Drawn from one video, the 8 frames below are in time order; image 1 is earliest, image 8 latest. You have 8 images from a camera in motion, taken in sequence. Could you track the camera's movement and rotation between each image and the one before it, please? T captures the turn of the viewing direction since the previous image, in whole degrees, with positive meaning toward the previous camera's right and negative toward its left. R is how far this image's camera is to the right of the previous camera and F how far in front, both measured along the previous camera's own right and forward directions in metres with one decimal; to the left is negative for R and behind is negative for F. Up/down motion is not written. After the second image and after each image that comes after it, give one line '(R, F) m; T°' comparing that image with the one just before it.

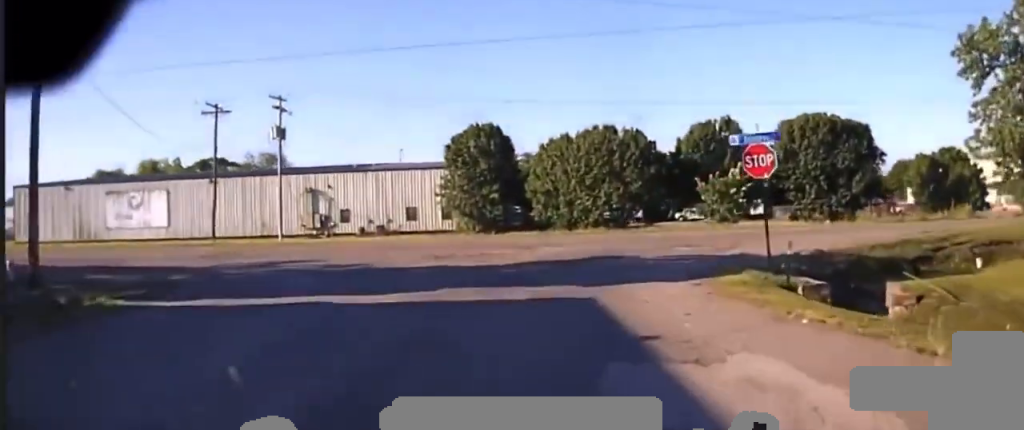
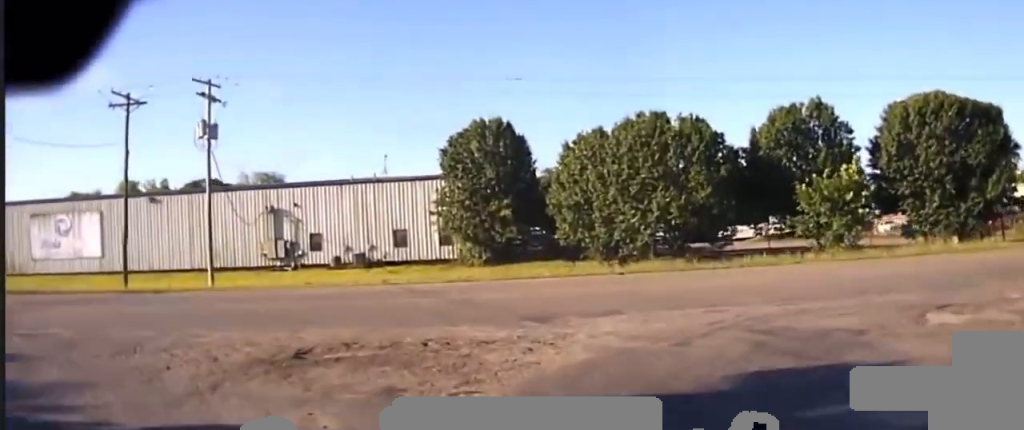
(-0.1, +22.4) m; -6°
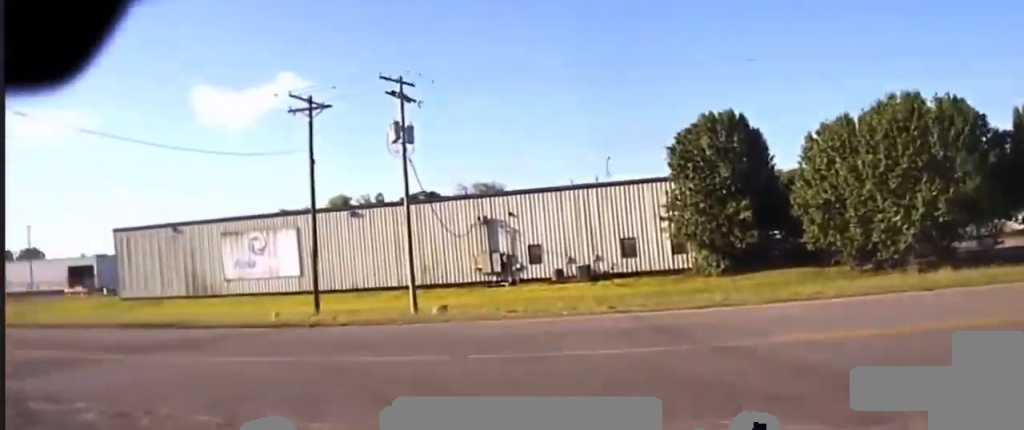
(-0.2, +7.7) m; -12°
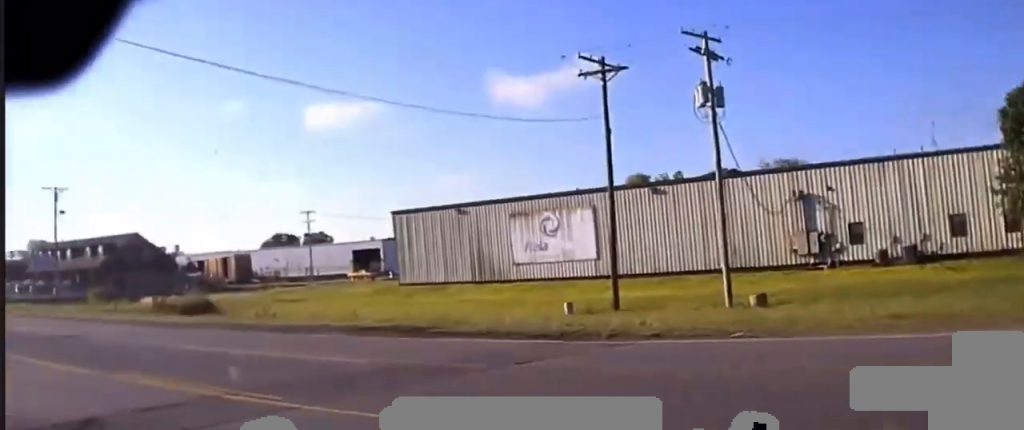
(-1.3, +5.7) m; -21°
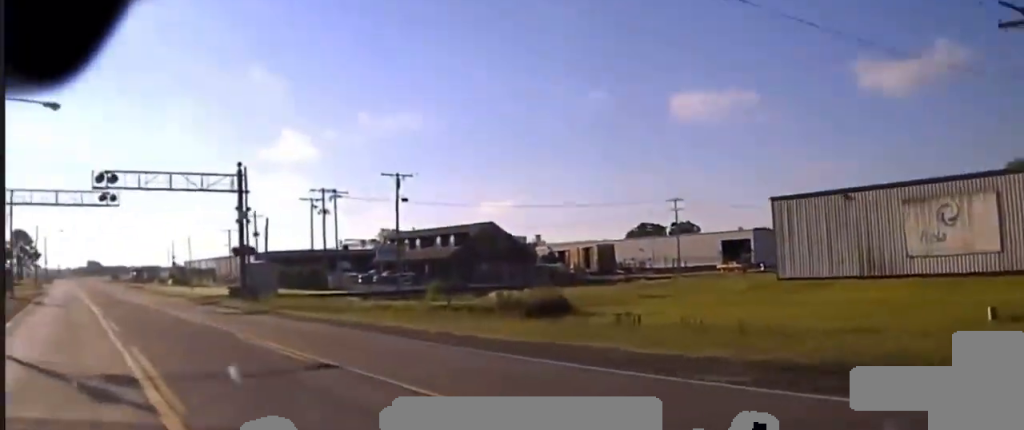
(-1.4, +6.3) m; -21°
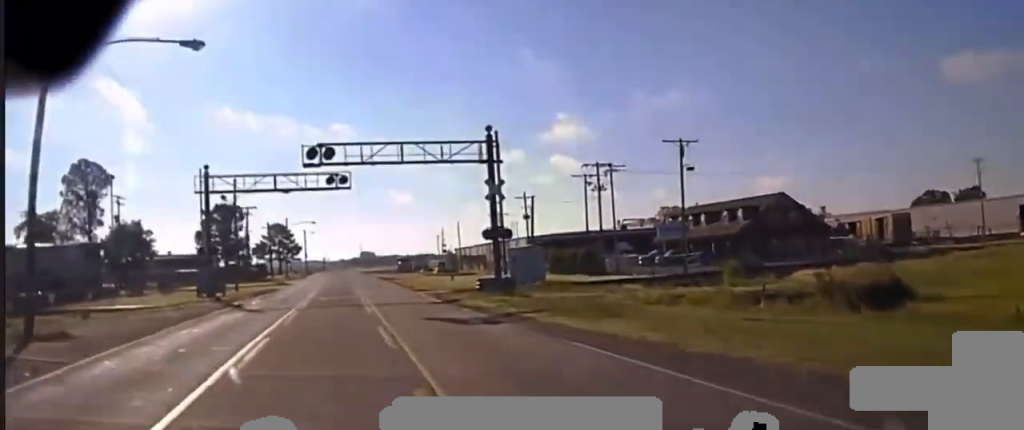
(-2.0, +10.0) m; -16°
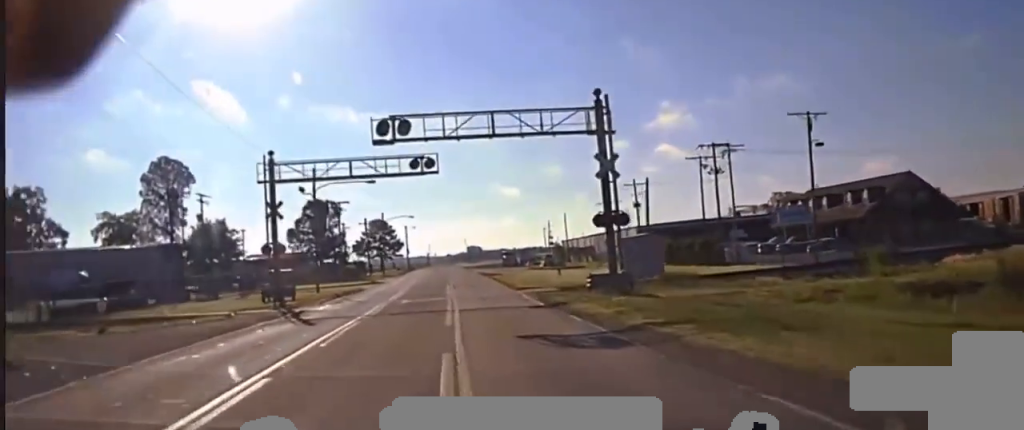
(-0.2, +7.4) m; -5°
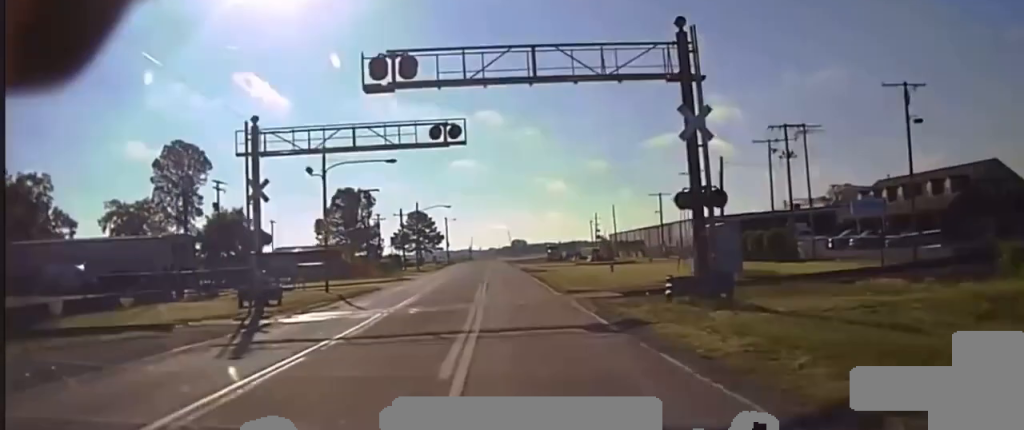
(-0.6, +10.6) m; -4°
